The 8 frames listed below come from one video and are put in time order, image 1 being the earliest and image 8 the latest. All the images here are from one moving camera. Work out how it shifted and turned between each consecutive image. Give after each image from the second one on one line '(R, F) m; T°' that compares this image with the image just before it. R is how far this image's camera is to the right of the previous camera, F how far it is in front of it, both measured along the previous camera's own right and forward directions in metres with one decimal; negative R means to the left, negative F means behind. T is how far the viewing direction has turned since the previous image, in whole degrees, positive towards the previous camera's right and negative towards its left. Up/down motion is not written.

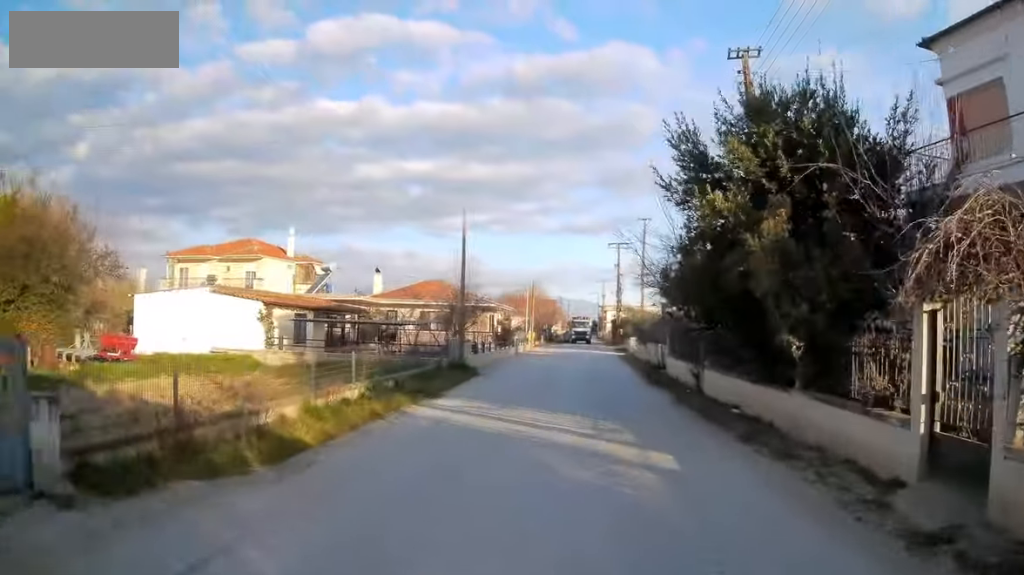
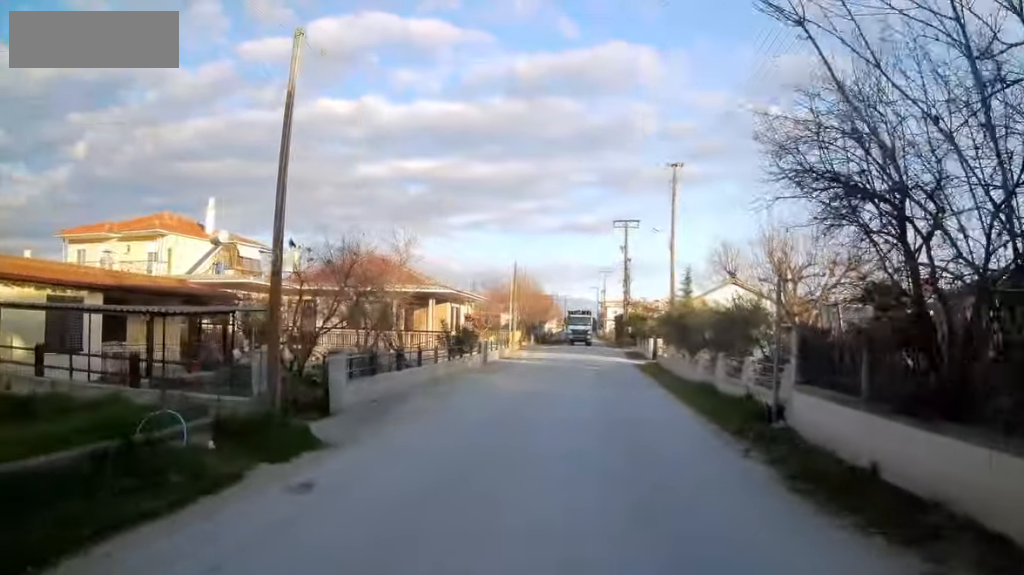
(+0.1, +15.5) m; +1°
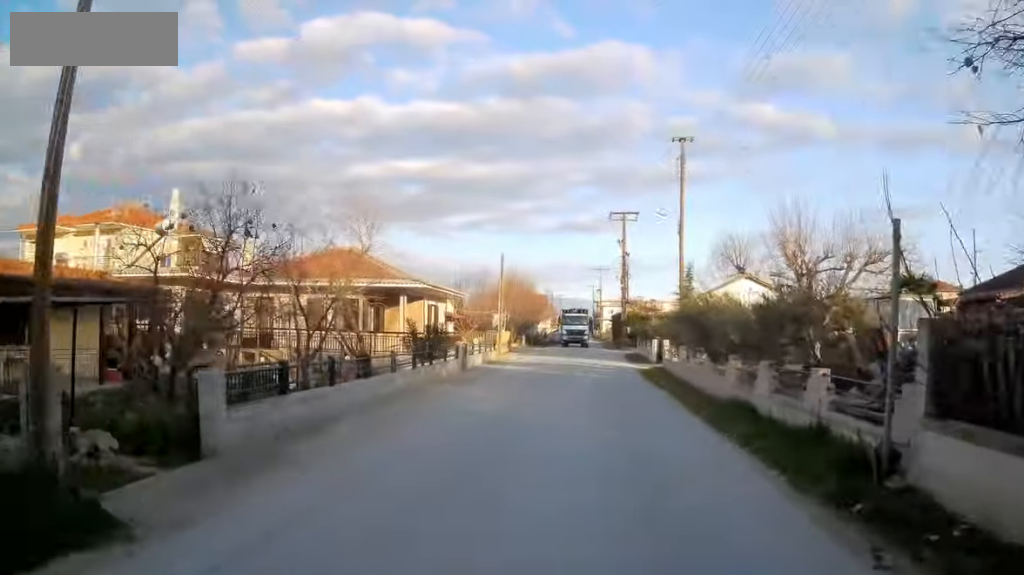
(0.0, +4.5) m; 0°
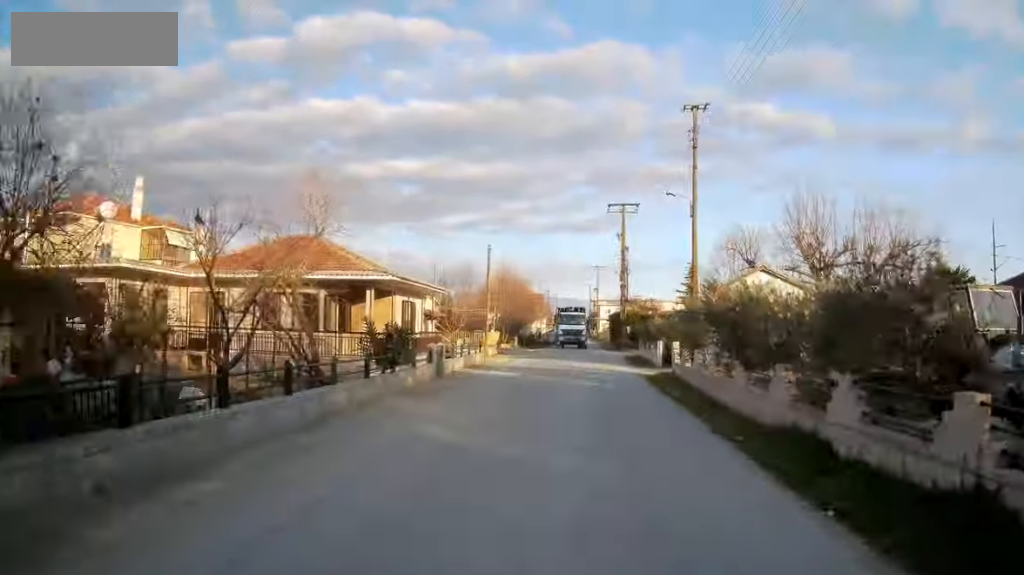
(0.0, +4.2) m; 0°
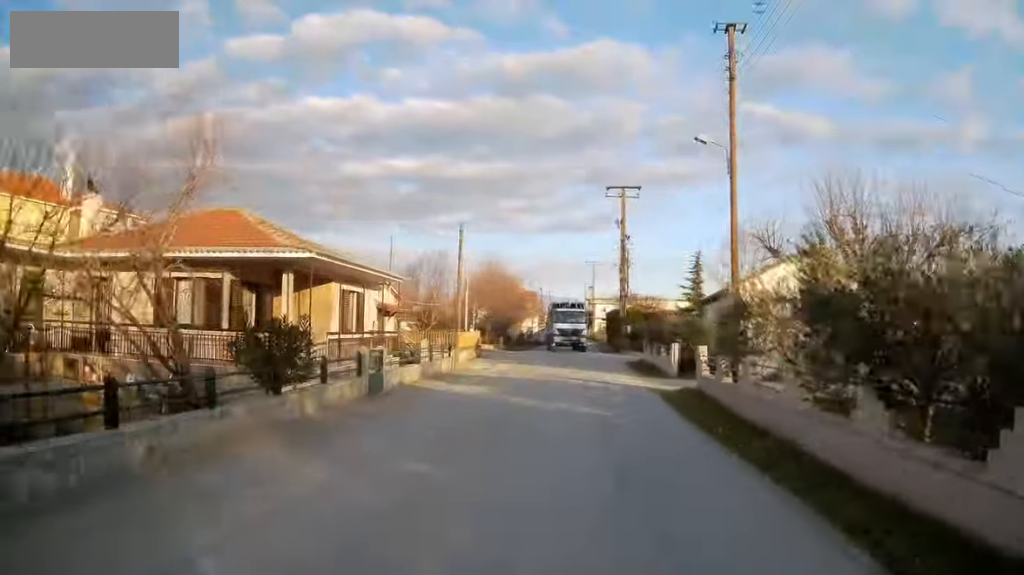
(0.0, +6.9) m; 0°
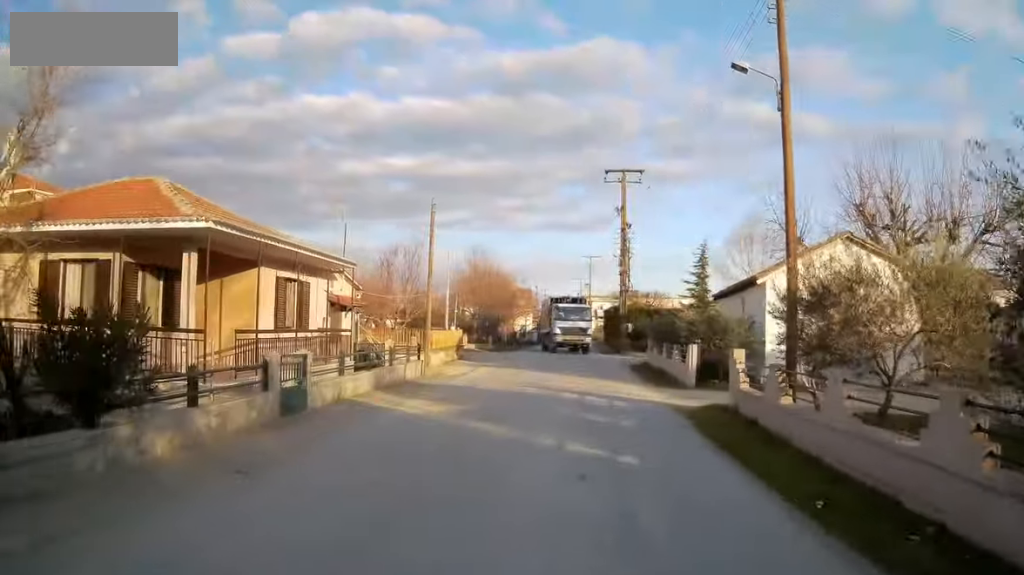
(0.0, +4.8) m; -1°
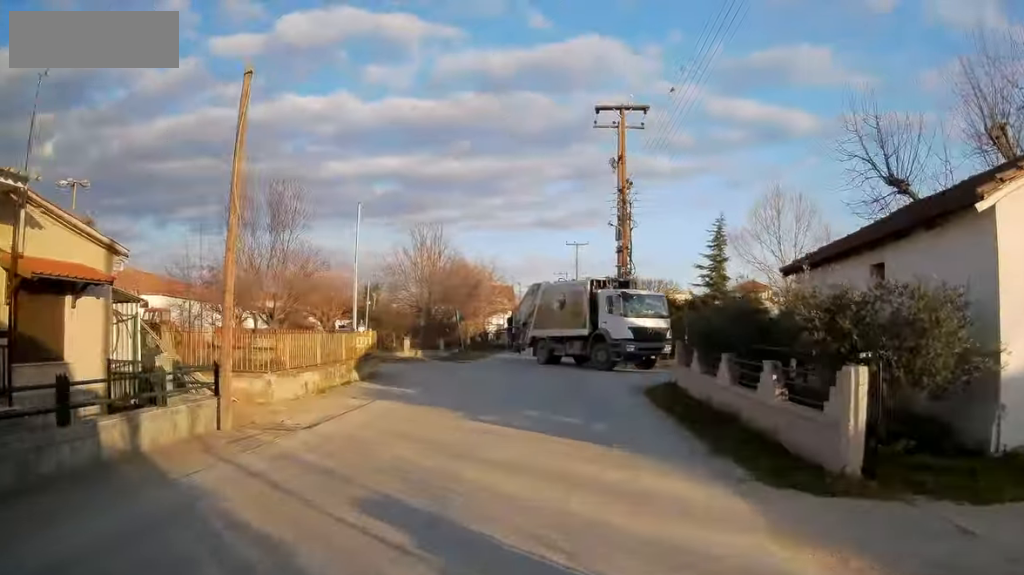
(-0.1, +13.7) m; +2°
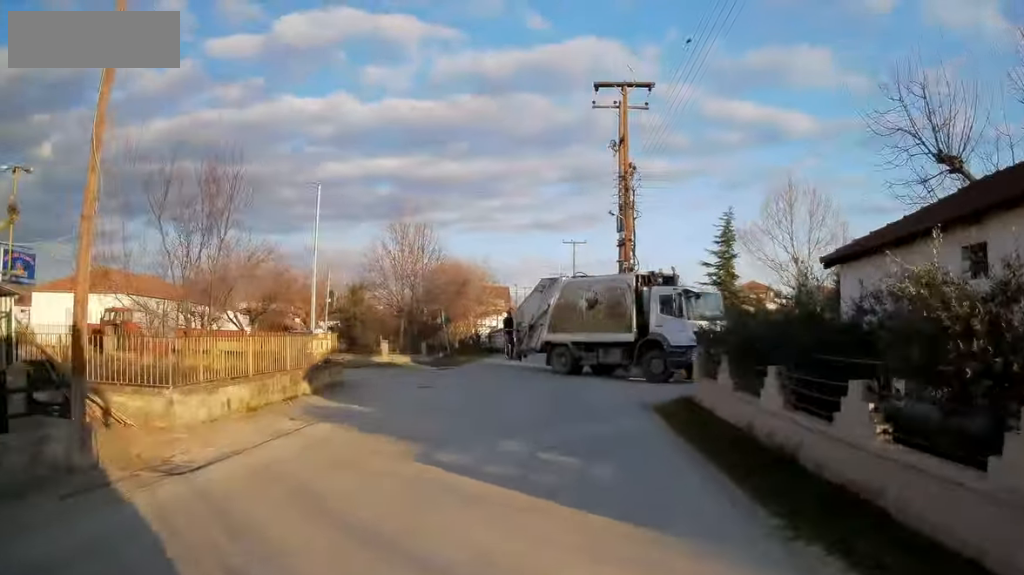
(+0.1, +4.1) m; +2°
